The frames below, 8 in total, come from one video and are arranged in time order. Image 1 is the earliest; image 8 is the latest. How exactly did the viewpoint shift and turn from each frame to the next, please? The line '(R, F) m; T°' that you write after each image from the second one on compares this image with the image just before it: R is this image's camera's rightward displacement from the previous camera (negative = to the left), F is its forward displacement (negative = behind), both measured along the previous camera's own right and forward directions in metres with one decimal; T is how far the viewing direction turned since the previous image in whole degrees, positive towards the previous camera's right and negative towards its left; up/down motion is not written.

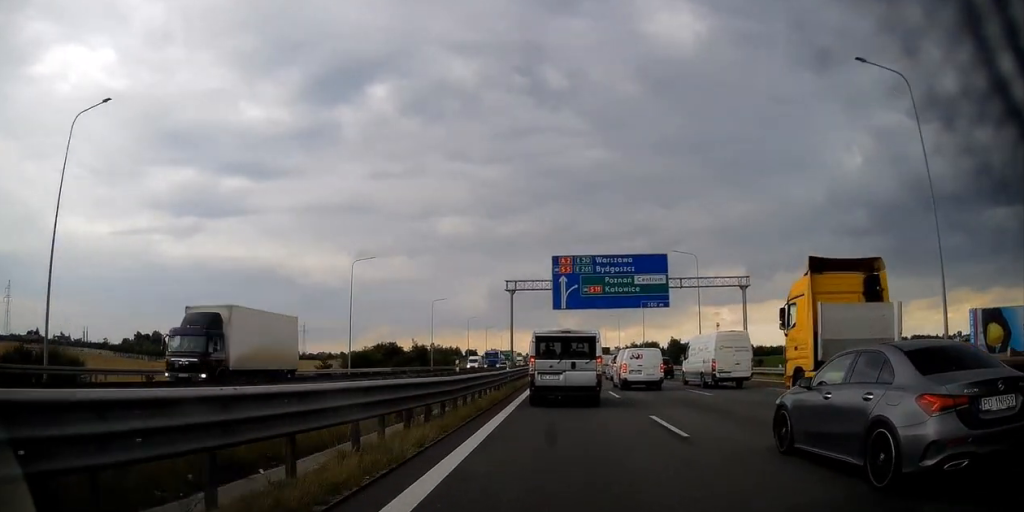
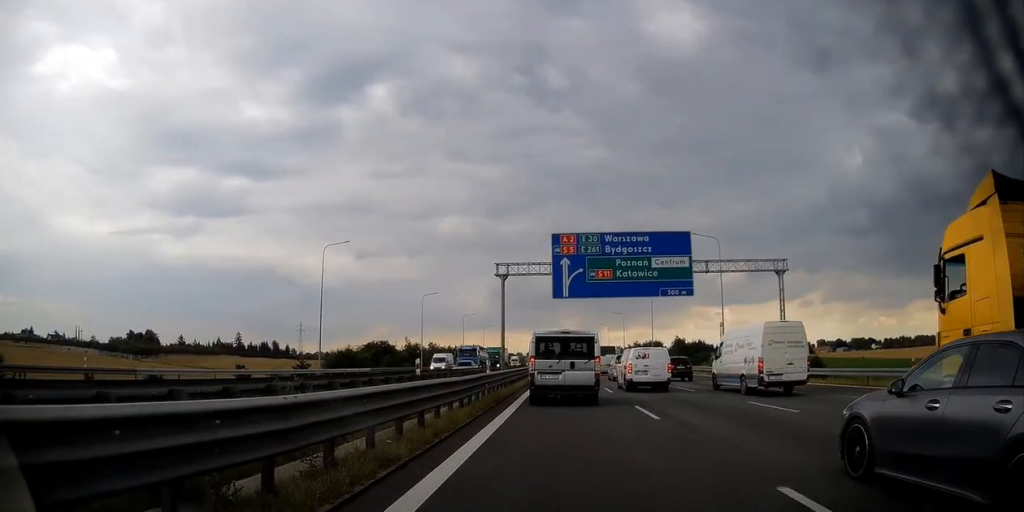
(-0.1, +7.2) m; 0°
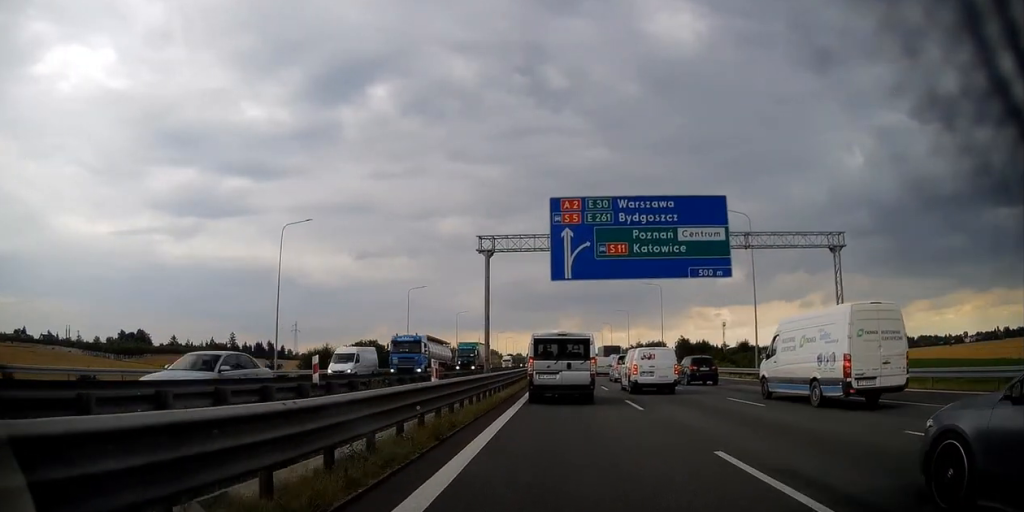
(0.0, +8.8) m; +1°
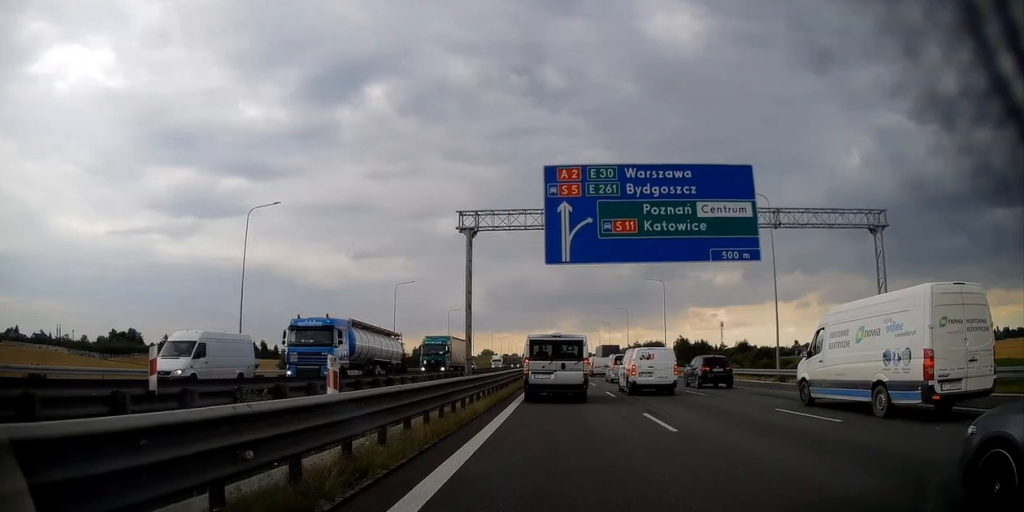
(0.0, +5.7) m; +1°
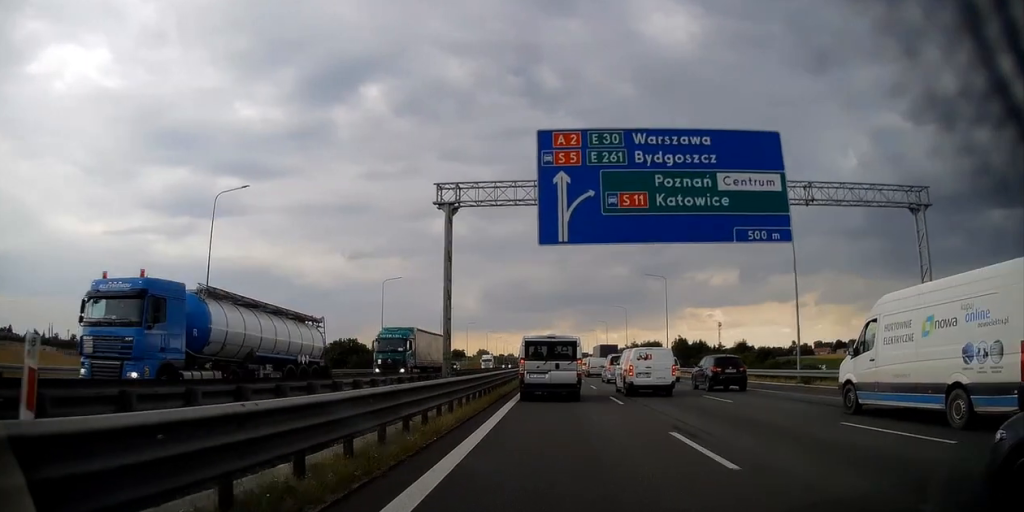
(+0.1, +5.3) m; +1°
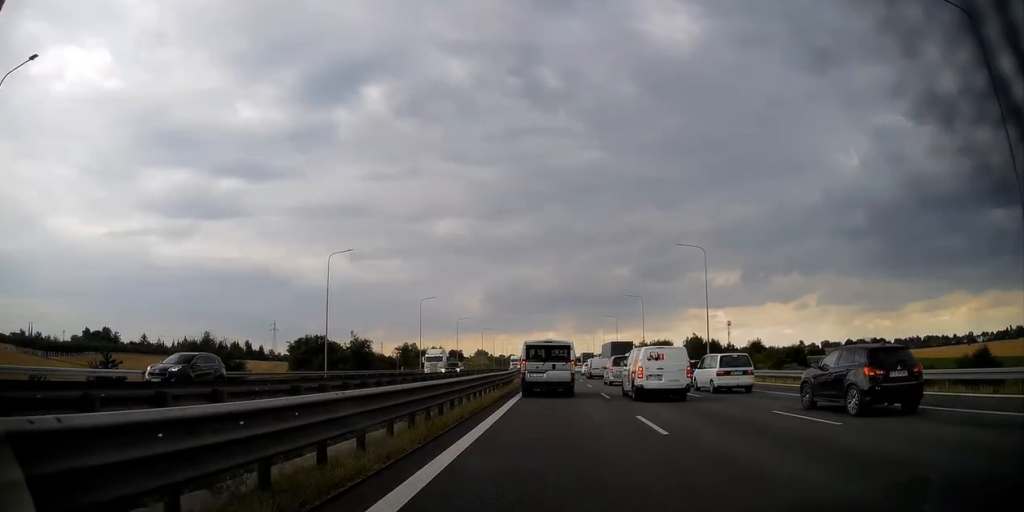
(+0.2, +24.8) m; -1°
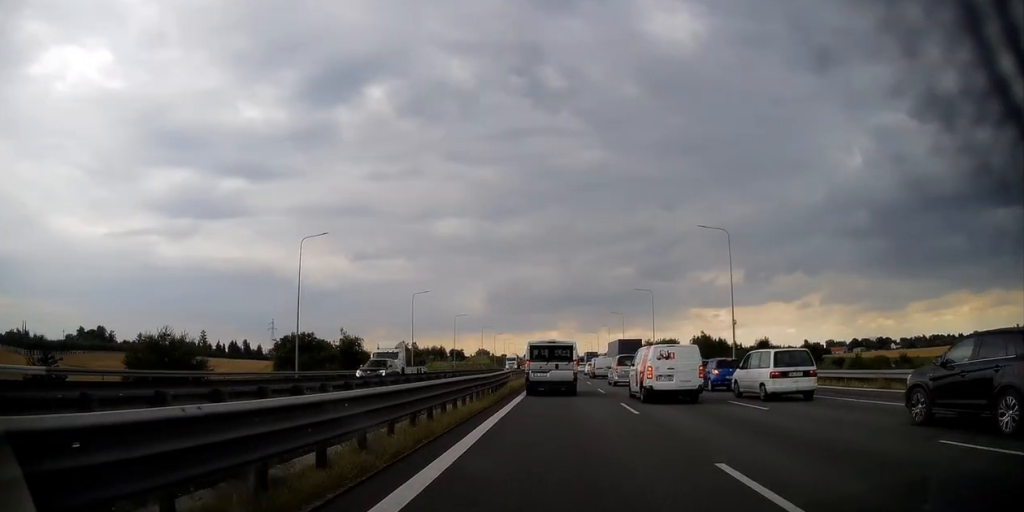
(-0.3, +8.6) m; 0°
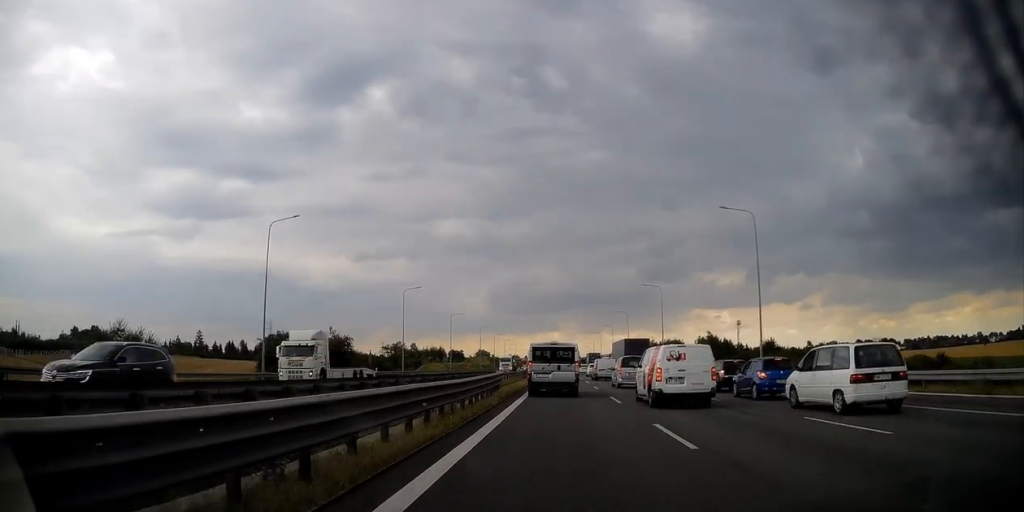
(0.0, +7.2) m; 0°
